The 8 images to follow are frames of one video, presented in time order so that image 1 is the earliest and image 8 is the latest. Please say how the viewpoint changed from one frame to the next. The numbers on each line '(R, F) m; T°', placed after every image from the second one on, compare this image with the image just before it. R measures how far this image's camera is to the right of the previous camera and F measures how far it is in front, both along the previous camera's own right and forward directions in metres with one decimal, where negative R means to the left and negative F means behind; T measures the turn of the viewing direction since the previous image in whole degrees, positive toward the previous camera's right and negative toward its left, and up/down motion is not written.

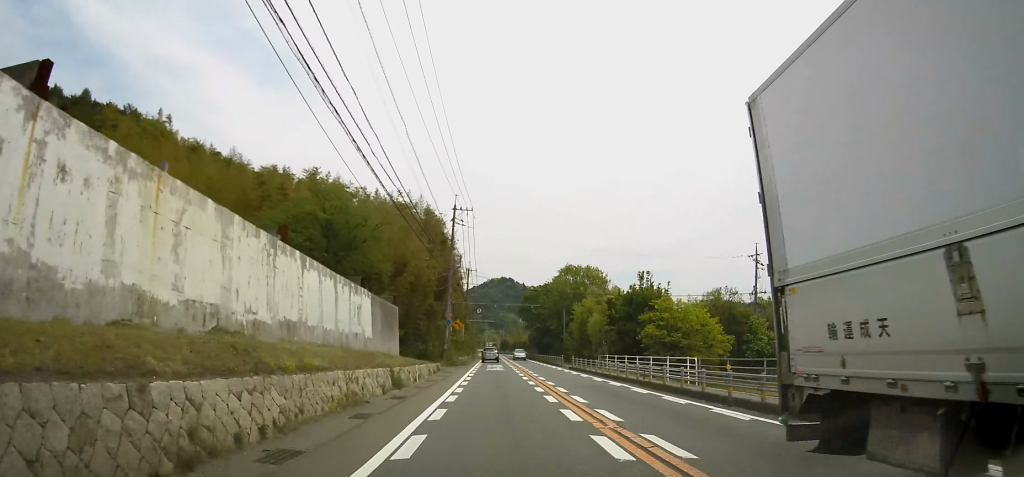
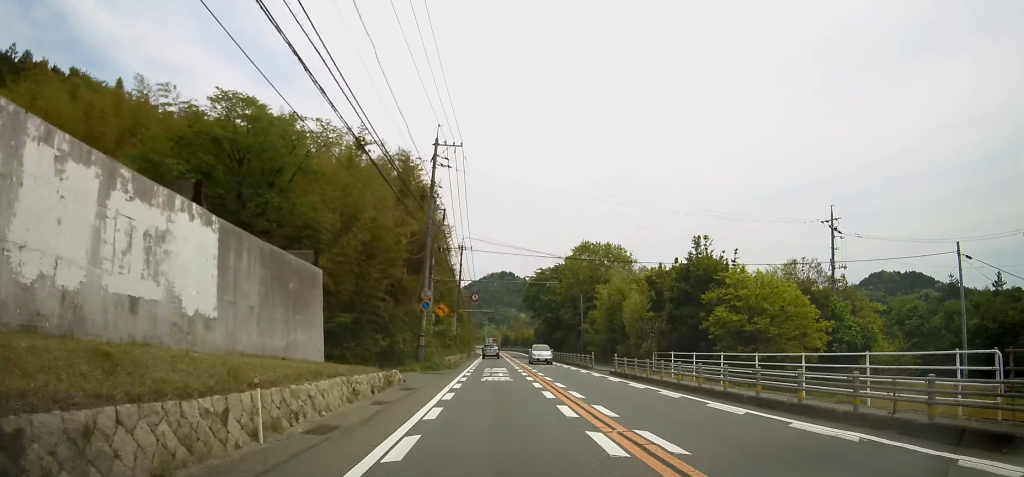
(0.0, +15.7) m; 0°
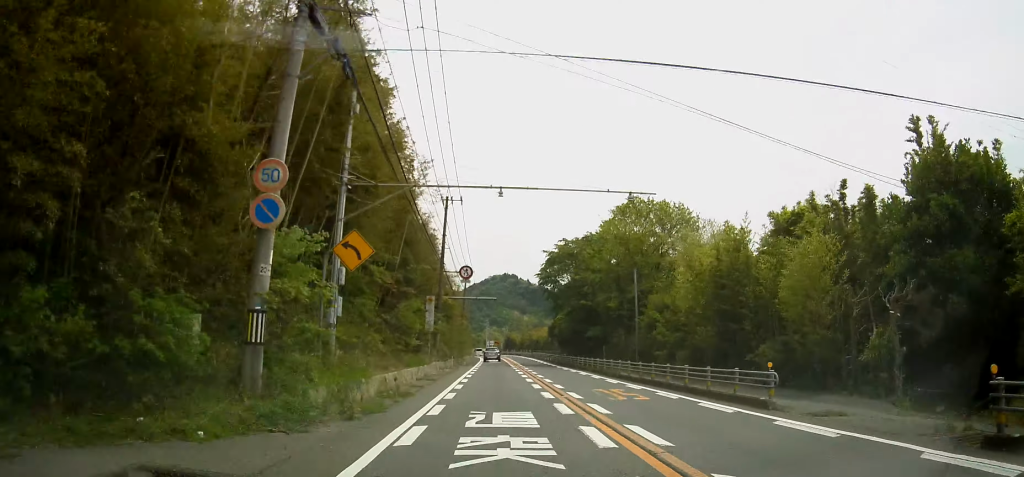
(0.0, +23.3) m; 0°
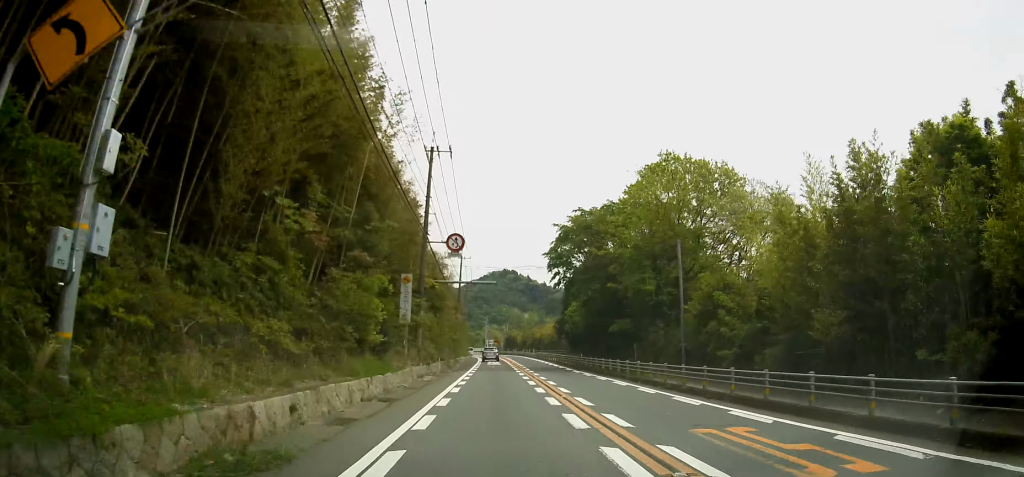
(0.0, +9.7) m; 0°
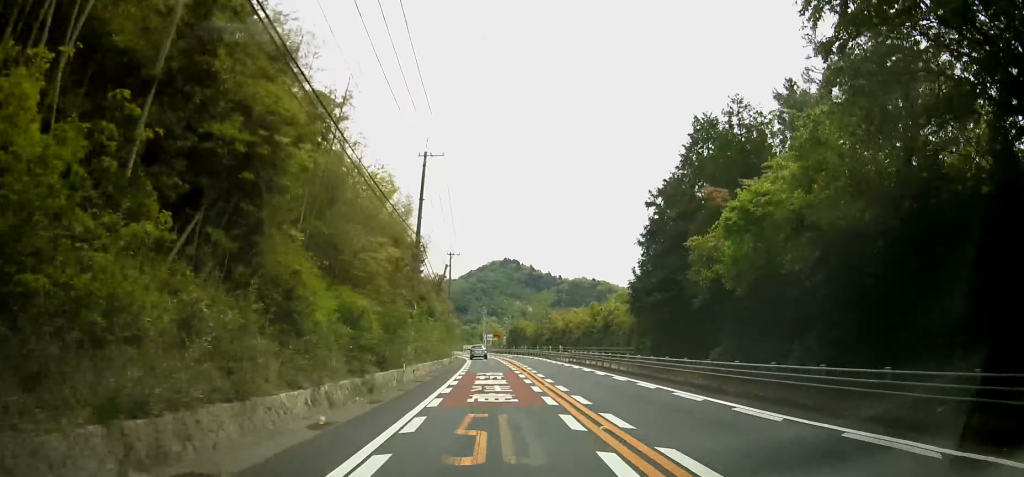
(0.0, +36.2) m; 0°
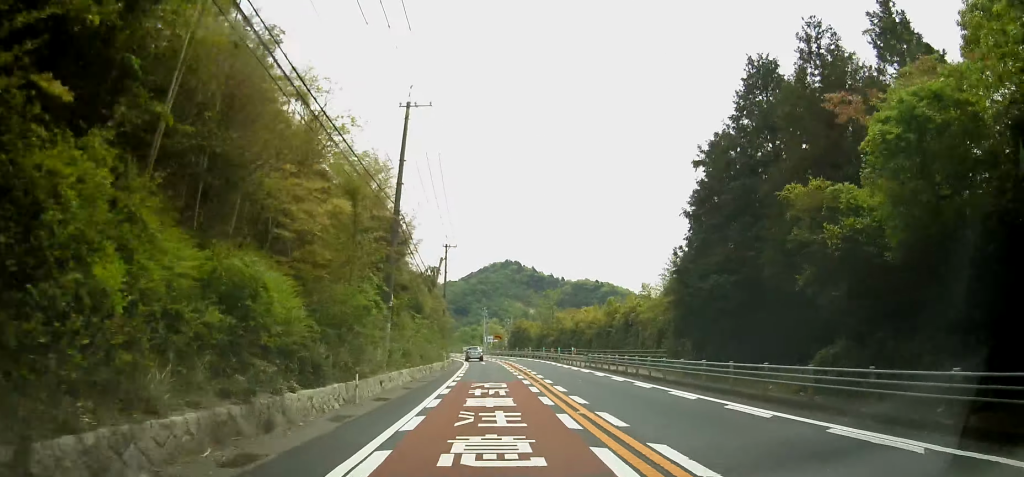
(0.0, +7.5) m; 0°
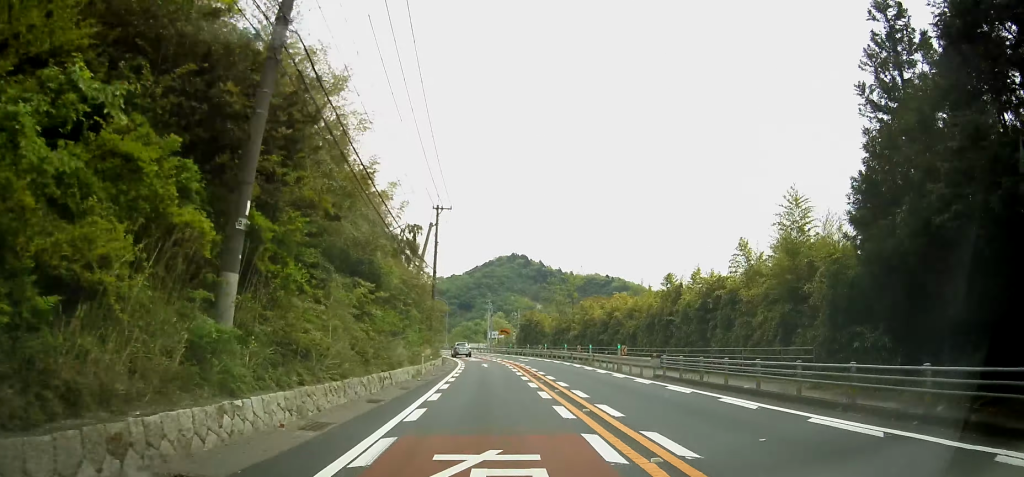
(0.0, +15.2) m; 0°
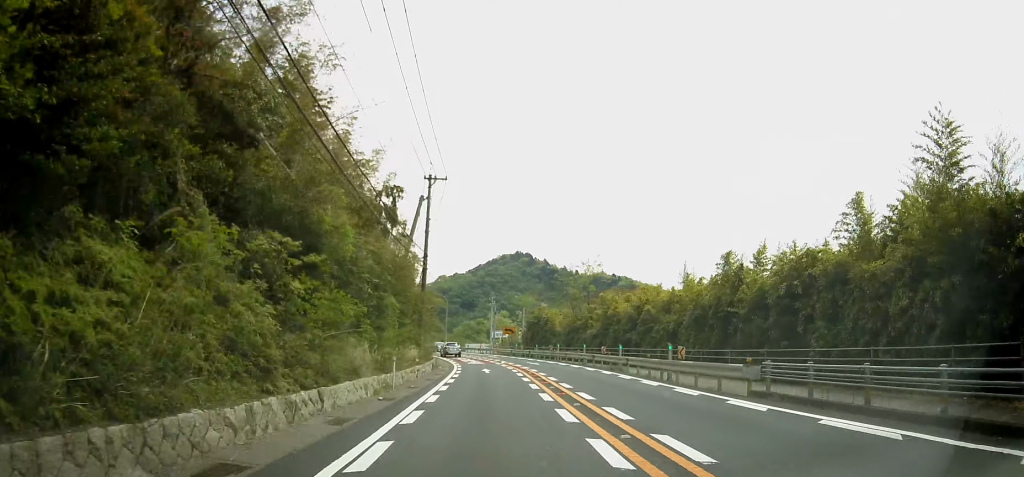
(0.0, +8.2) m; 0°
